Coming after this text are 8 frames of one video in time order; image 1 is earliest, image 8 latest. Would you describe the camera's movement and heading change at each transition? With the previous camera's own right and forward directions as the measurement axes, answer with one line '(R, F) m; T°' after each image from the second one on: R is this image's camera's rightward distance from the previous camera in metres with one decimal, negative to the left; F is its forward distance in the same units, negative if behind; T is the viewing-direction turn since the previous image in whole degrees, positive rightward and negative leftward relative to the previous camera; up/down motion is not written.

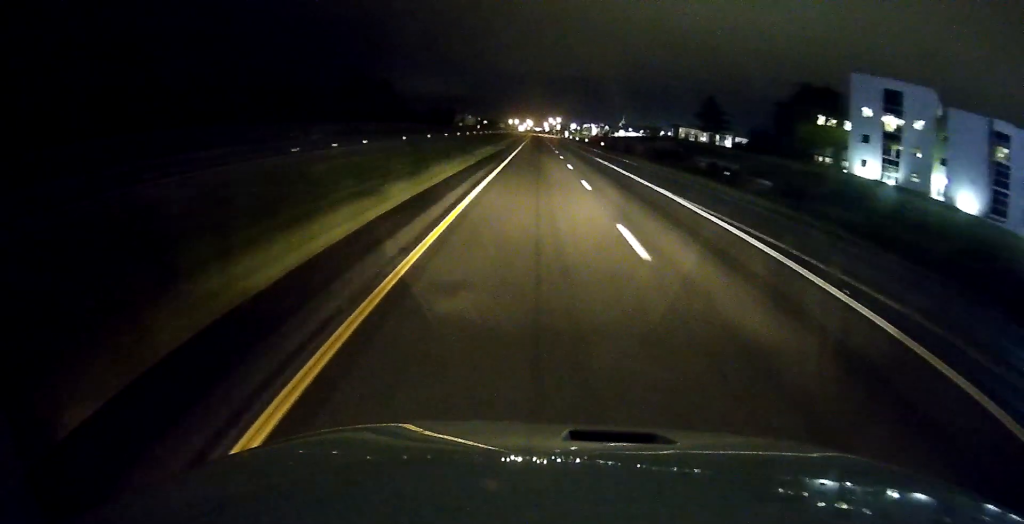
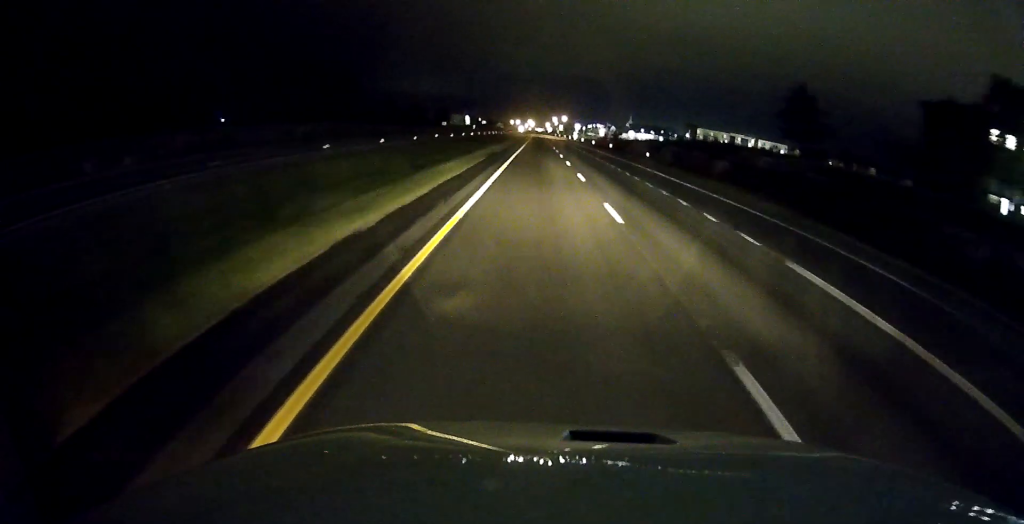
(0.0, +44.5) m; 0°
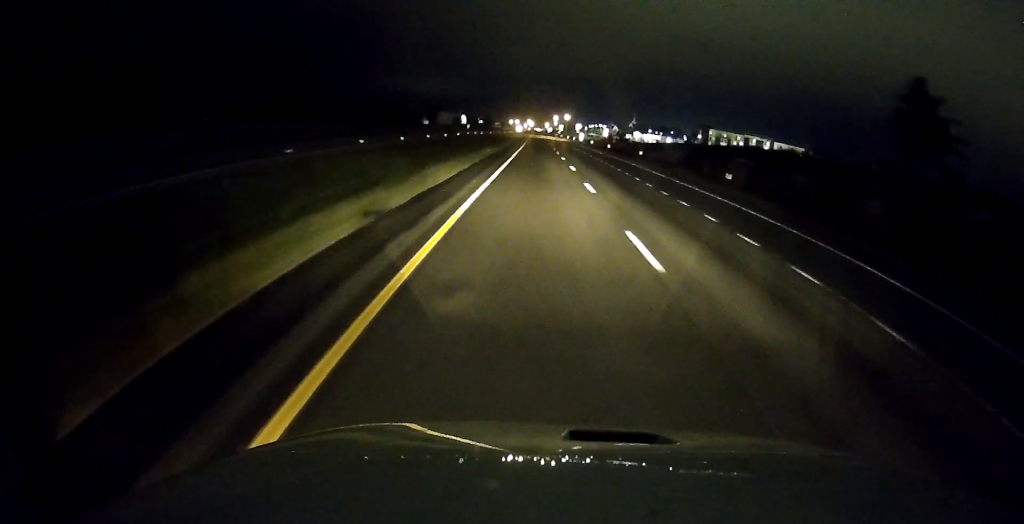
(0.0, +29.3) m; 0°
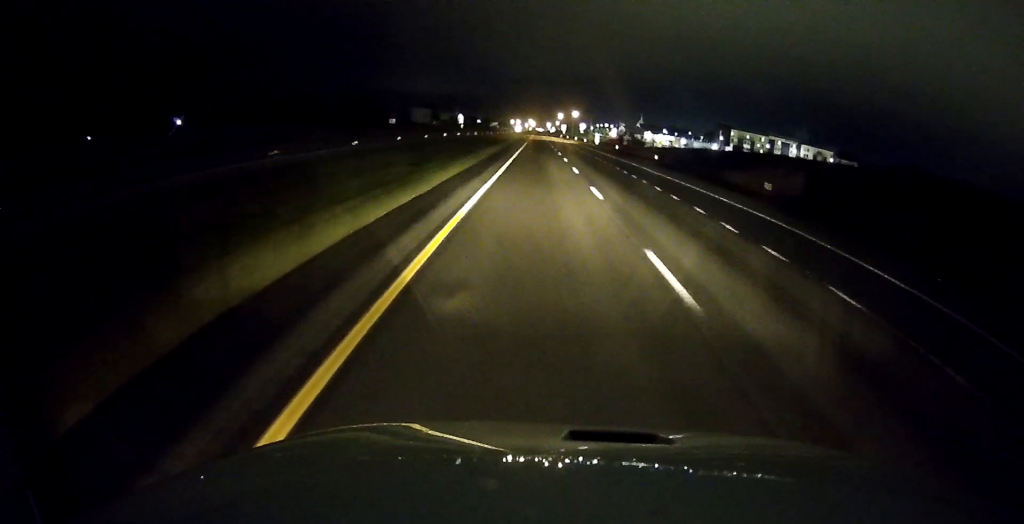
(0.0, +38.4) m; 0°
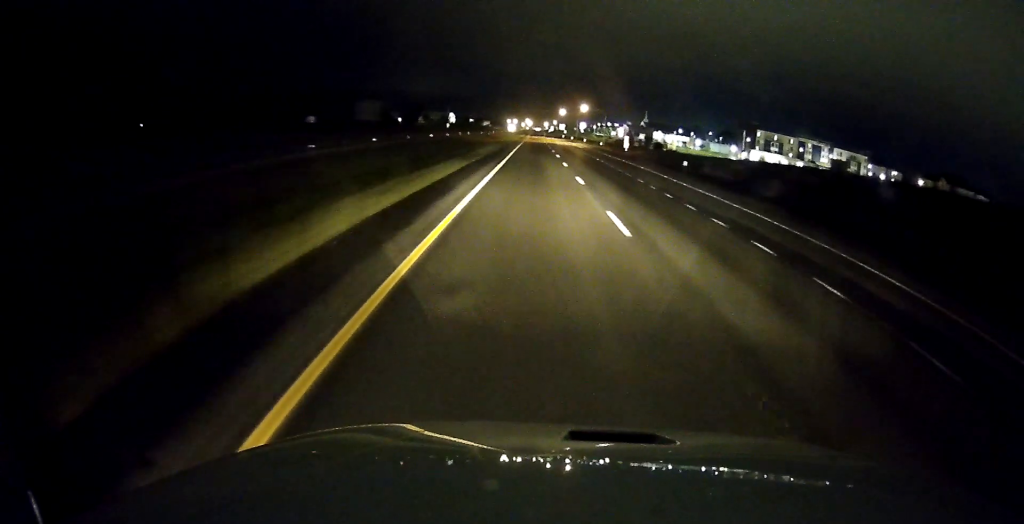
(+0.2, +43.4) m; 0°
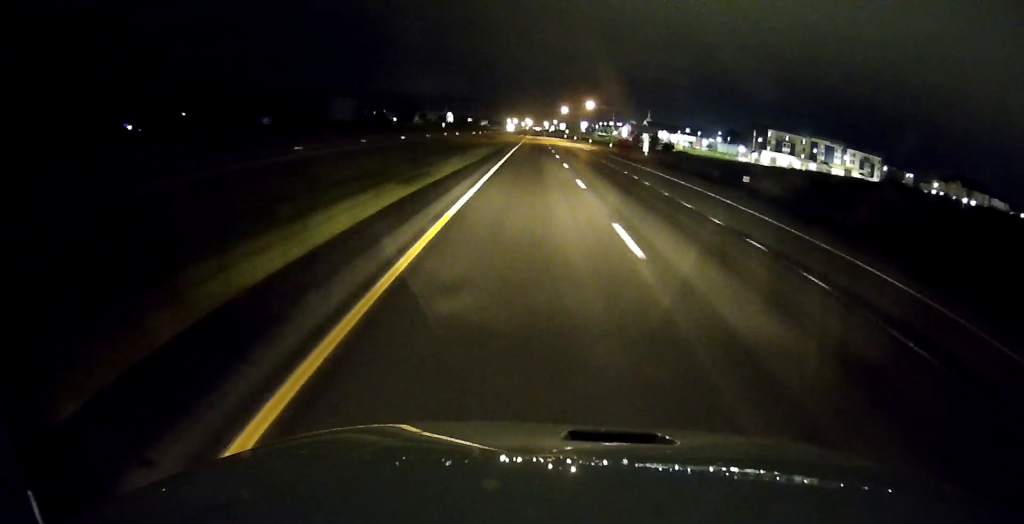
(+0.1, +14.1) m; 0°
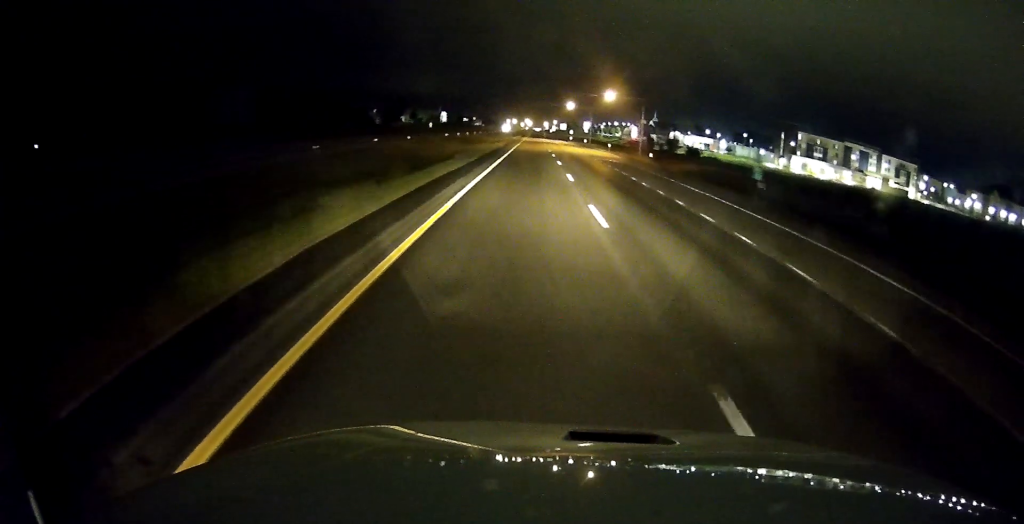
(-0.2, +33.3) m; 0°
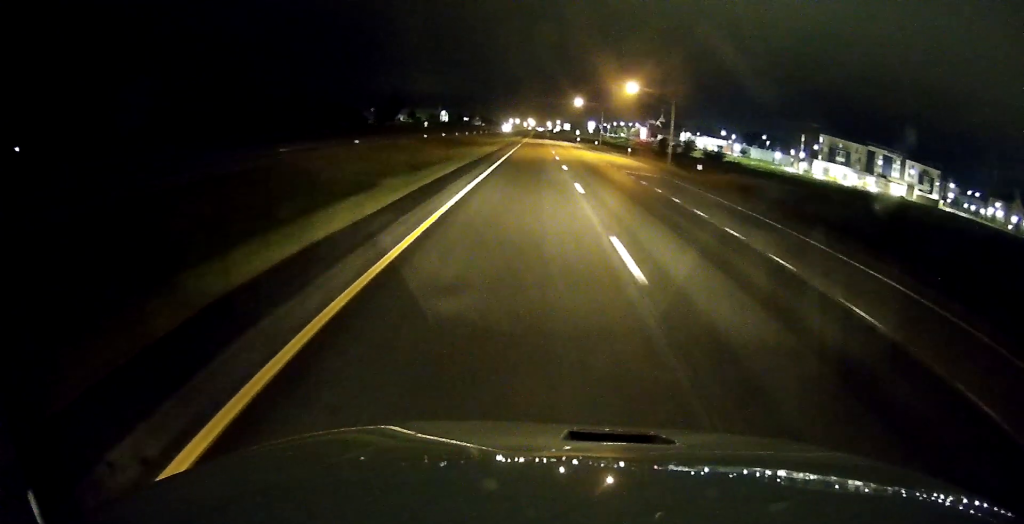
(0.0, +17.2) m; 0°
